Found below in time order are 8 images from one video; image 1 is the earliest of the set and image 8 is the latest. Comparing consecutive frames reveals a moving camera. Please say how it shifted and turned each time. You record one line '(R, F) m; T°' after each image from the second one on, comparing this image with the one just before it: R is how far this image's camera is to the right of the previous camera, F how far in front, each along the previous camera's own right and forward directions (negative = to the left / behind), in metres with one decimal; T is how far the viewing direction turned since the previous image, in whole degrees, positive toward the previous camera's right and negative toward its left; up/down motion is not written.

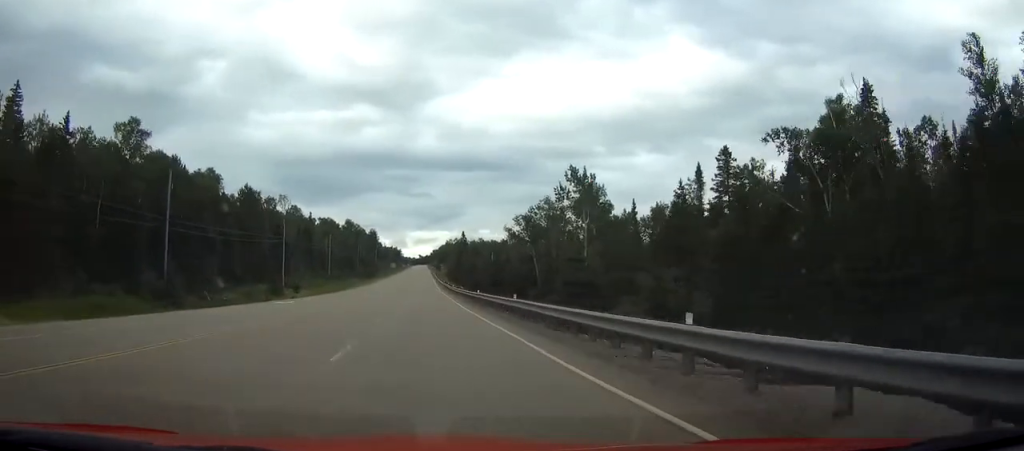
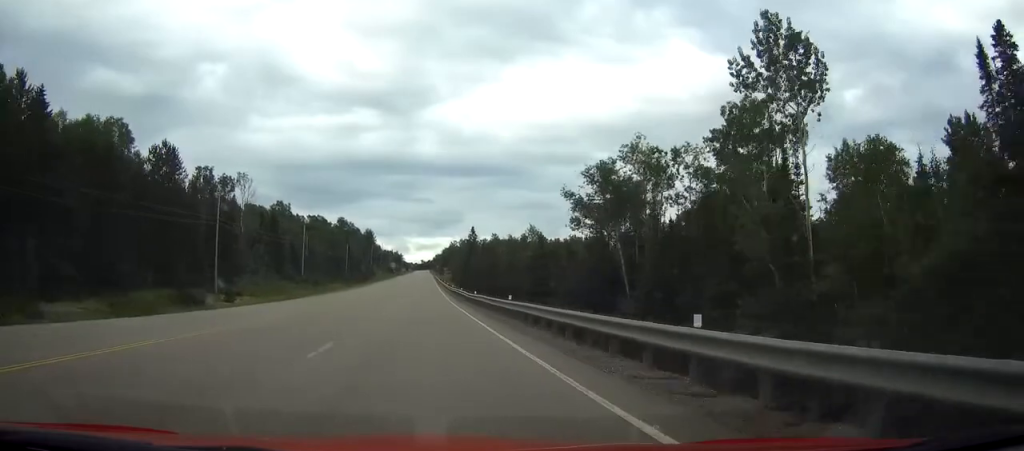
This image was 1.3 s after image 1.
(+0.1, +39.1) m; 0°
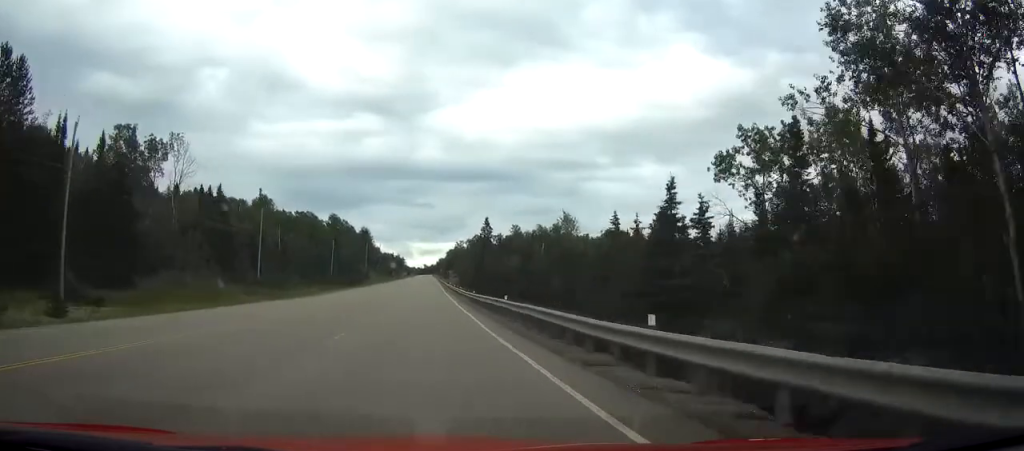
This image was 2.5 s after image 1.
(0.0, +37.1) m; 0°
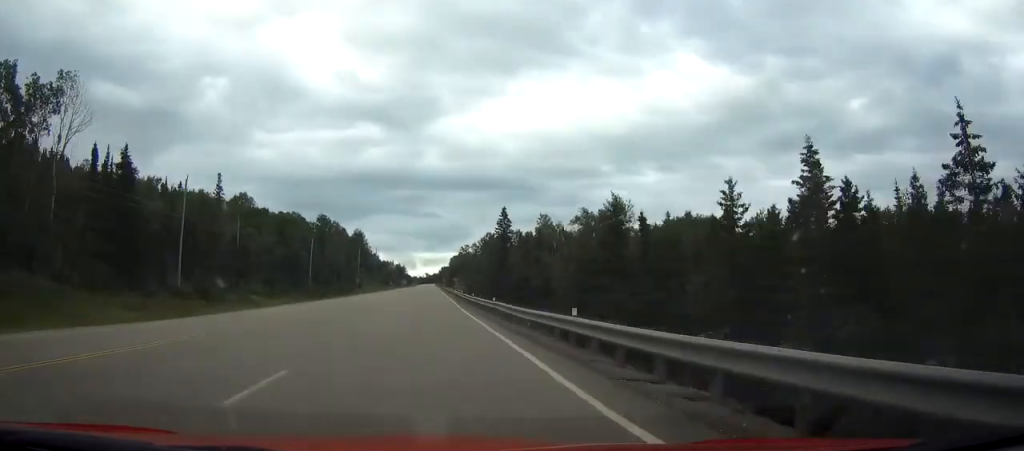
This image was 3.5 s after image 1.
(0.0, +33.0) m; 0°
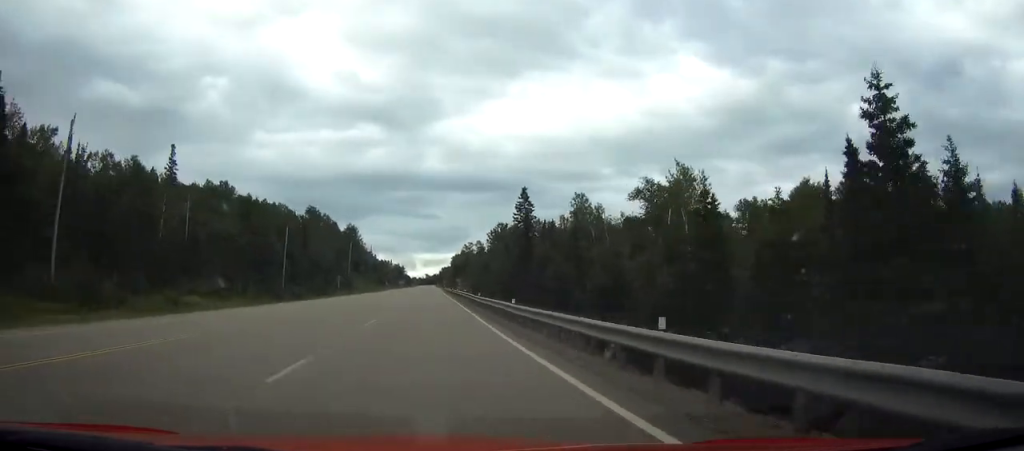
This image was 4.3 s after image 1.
(0.0, +24.8) m; 0°
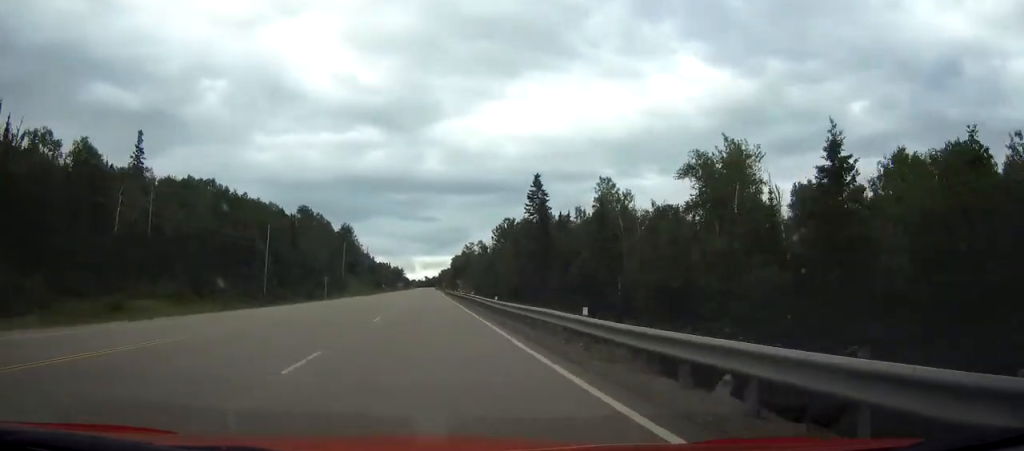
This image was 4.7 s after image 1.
(0.0, +12.4) m; 0°
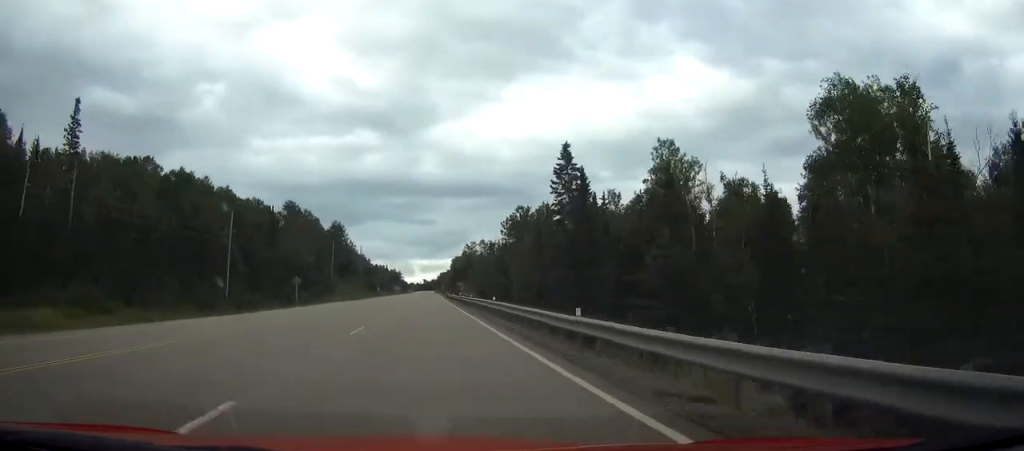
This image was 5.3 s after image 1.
(0.0, +18.7) m; 0°
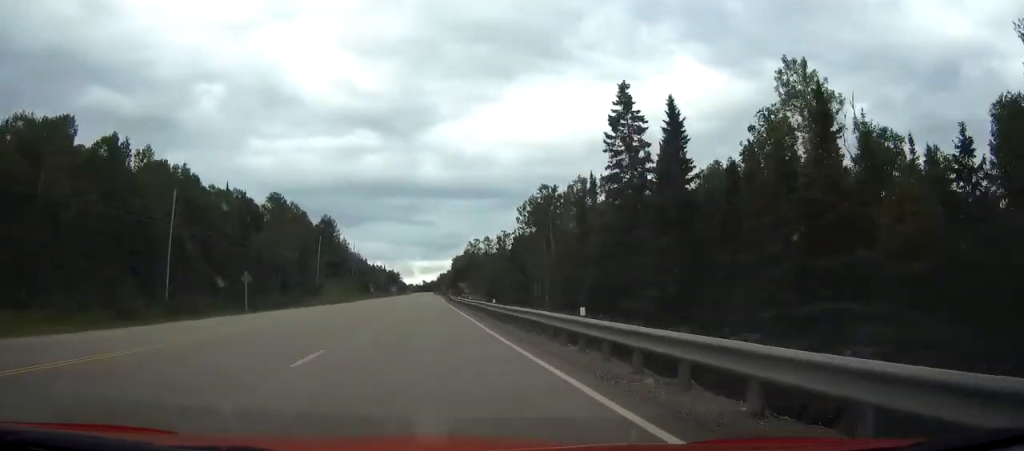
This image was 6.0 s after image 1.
(0.0, +19.8) m; 0°
